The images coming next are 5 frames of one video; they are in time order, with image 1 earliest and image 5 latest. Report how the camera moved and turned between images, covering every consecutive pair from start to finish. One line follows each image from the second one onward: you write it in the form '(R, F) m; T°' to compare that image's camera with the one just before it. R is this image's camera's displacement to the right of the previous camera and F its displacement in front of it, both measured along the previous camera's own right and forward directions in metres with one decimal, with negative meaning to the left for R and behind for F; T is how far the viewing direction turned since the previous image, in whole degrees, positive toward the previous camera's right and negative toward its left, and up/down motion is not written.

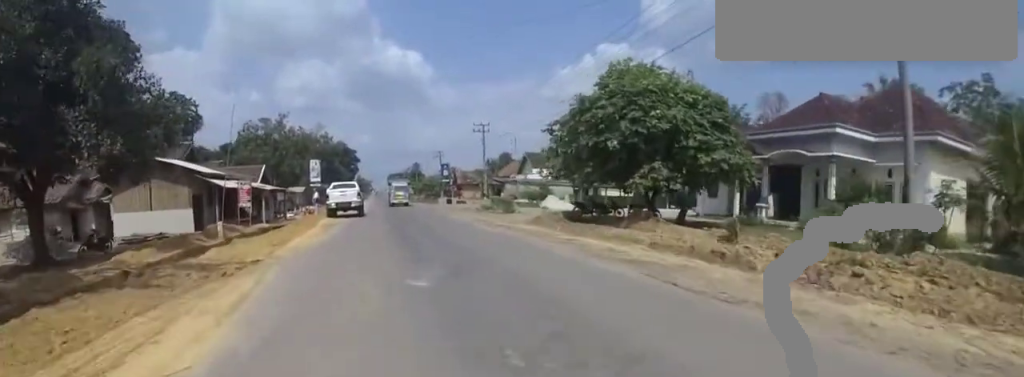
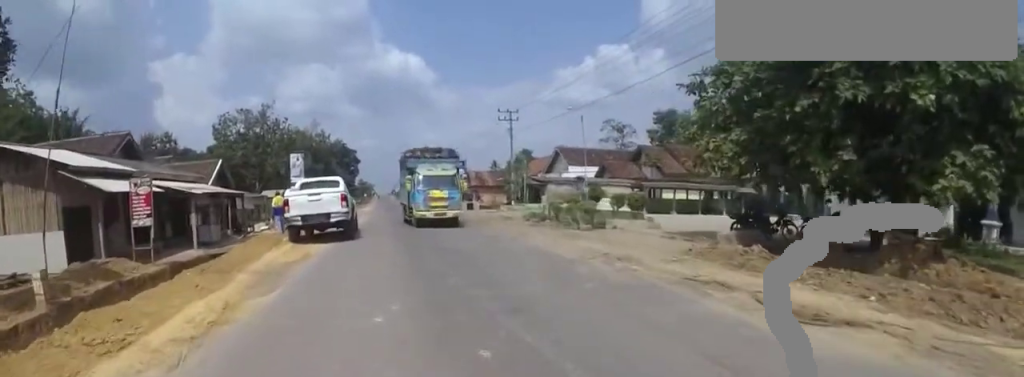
(0.0, +11.2) m; 0°
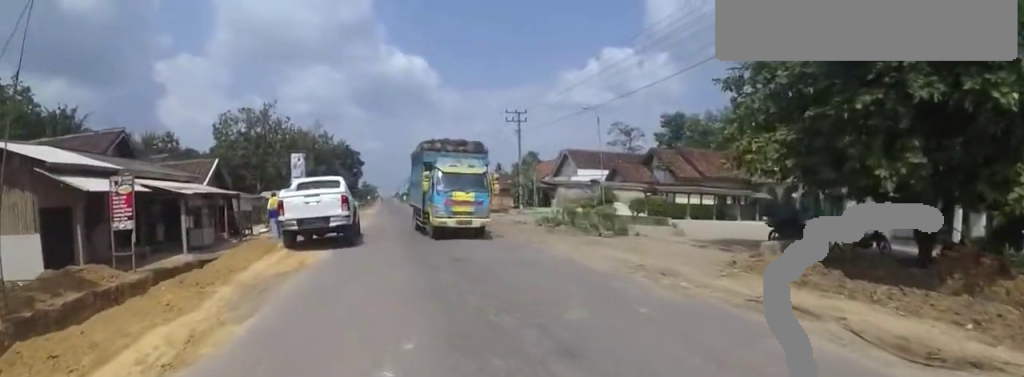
(0.0, +1.3) m; 0°
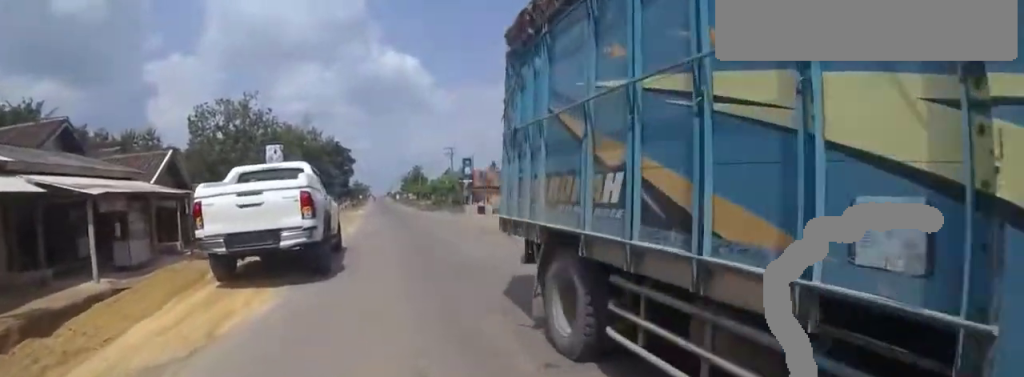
(0.0, +4.9) m; +3°
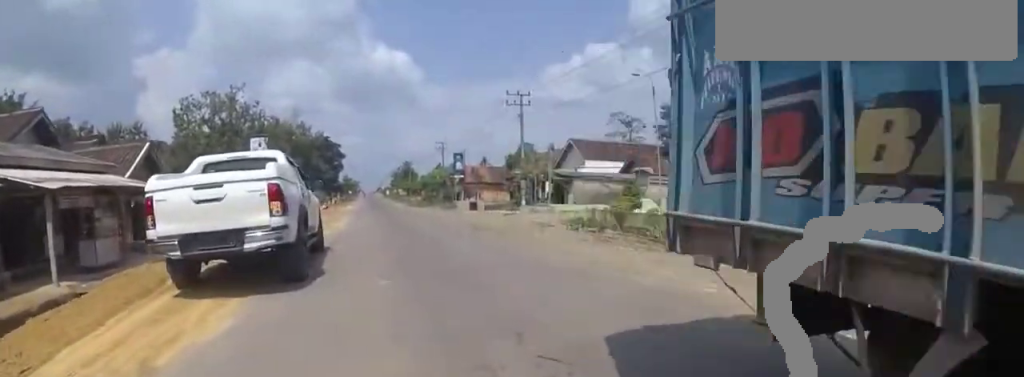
(-0.1, +1.0) m; +4°
